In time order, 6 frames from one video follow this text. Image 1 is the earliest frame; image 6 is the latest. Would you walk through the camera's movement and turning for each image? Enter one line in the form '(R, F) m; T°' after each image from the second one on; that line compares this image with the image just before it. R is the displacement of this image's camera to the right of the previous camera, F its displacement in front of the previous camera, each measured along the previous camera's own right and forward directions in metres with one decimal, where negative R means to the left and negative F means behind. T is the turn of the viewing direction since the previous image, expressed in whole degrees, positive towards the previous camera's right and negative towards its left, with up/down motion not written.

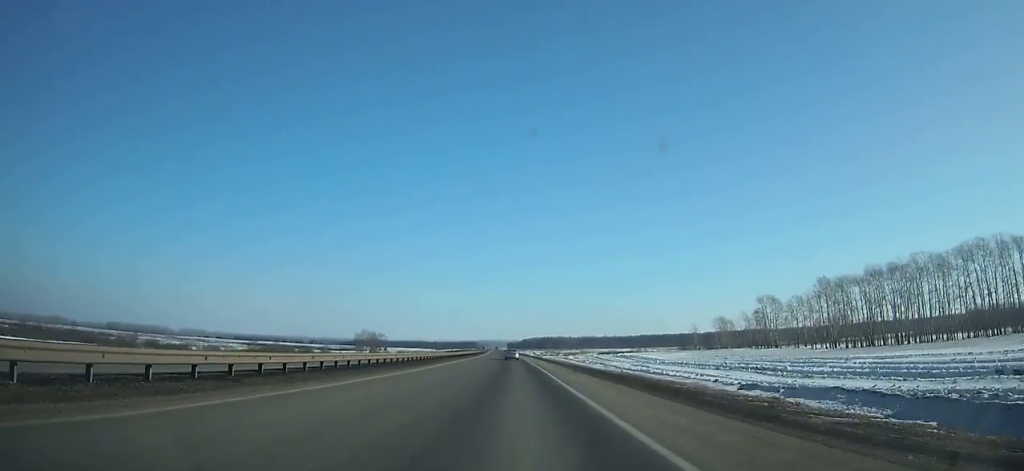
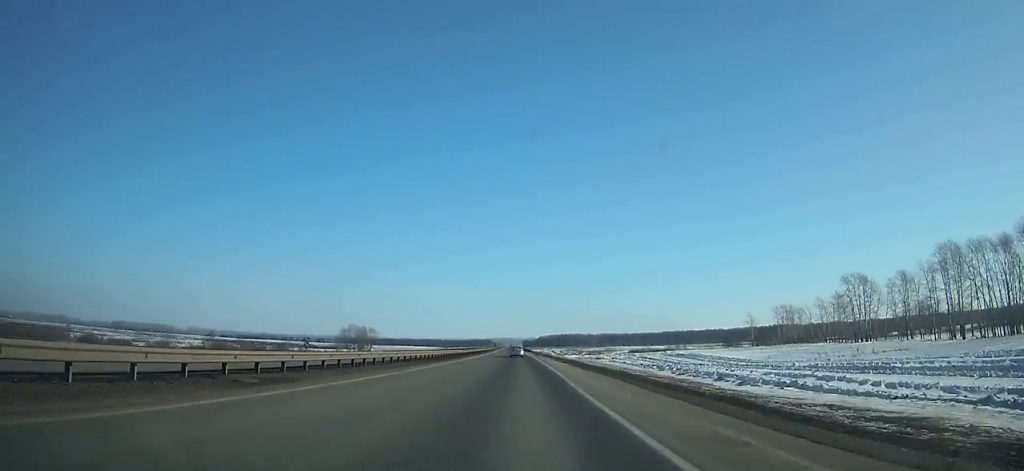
(-0.4, +53.7) m; -1°
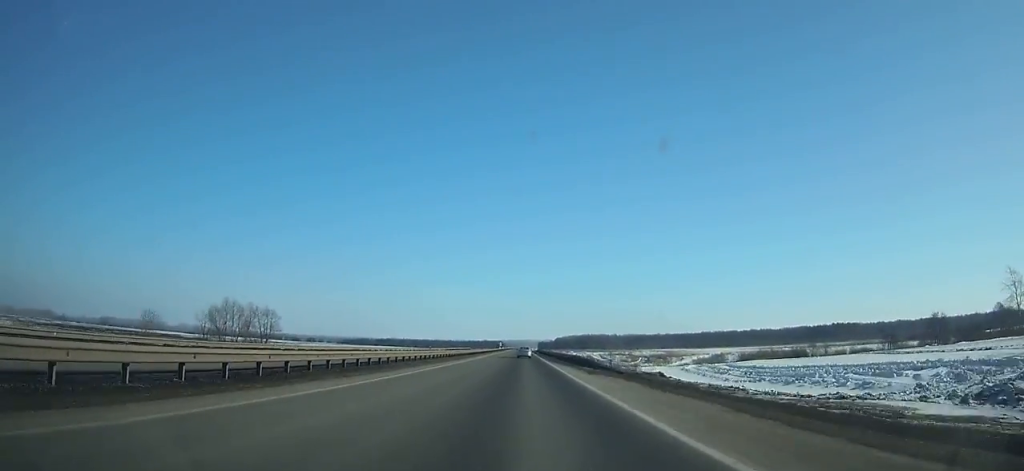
(-2.1, +132.7) m; -1°
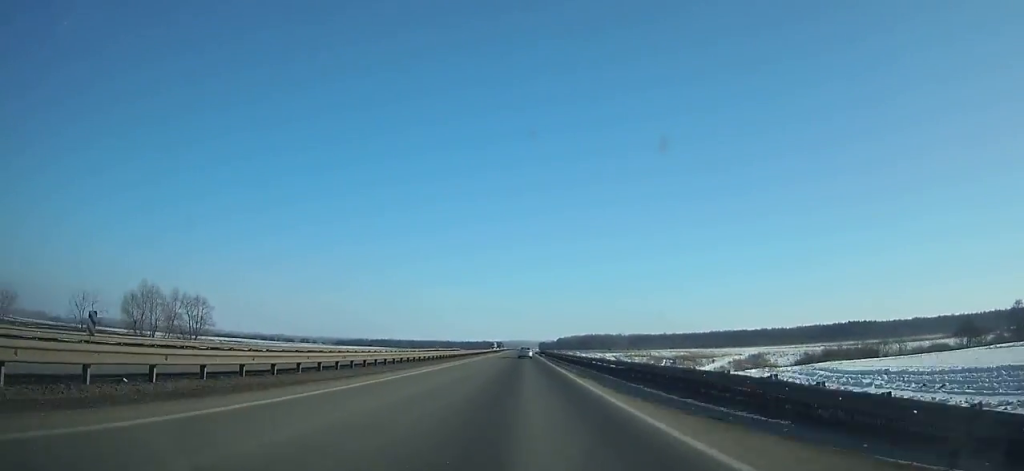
(0.0, +36.3) m; 0°
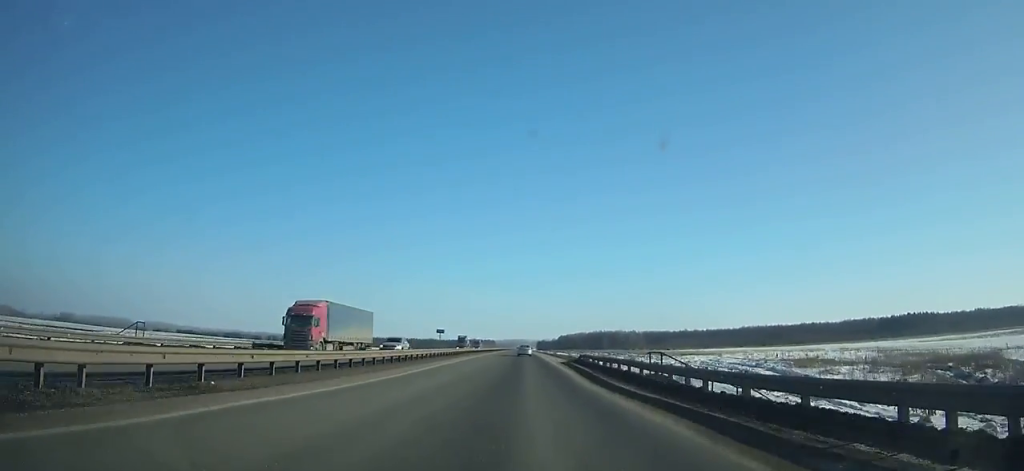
(+0.3, +125.3) m; 0°
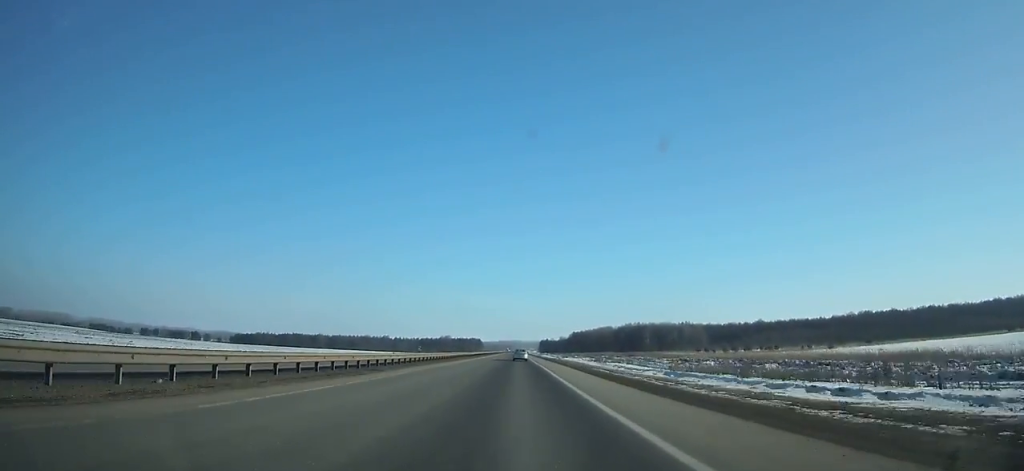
(-0.7, +229.8) m; 0°
